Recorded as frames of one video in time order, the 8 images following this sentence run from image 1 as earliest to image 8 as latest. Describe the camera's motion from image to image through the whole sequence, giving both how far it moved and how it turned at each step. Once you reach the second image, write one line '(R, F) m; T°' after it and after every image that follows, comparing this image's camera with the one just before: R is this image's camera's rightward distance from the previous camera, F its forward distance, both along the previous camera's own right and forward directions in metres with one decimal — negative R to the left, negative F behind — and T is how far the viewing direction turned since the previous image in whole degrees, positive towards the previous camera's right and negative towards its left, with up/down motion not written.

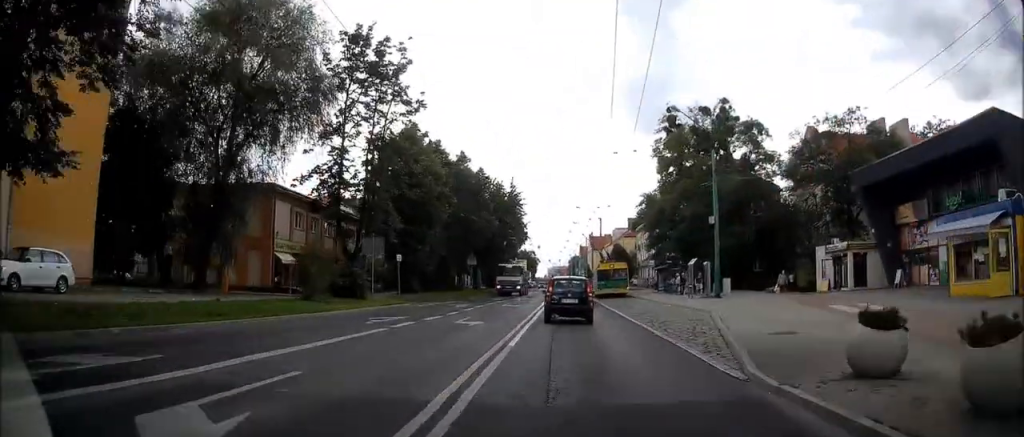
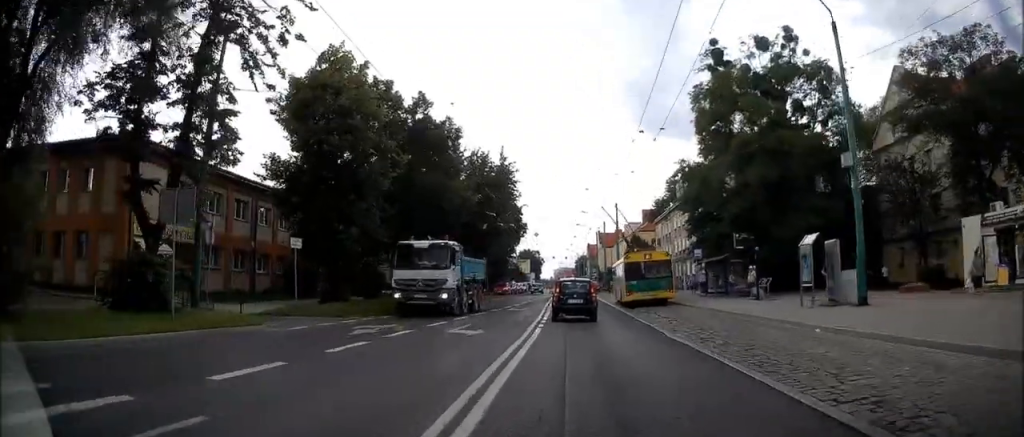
(+0.2, +18.0) m; +1°
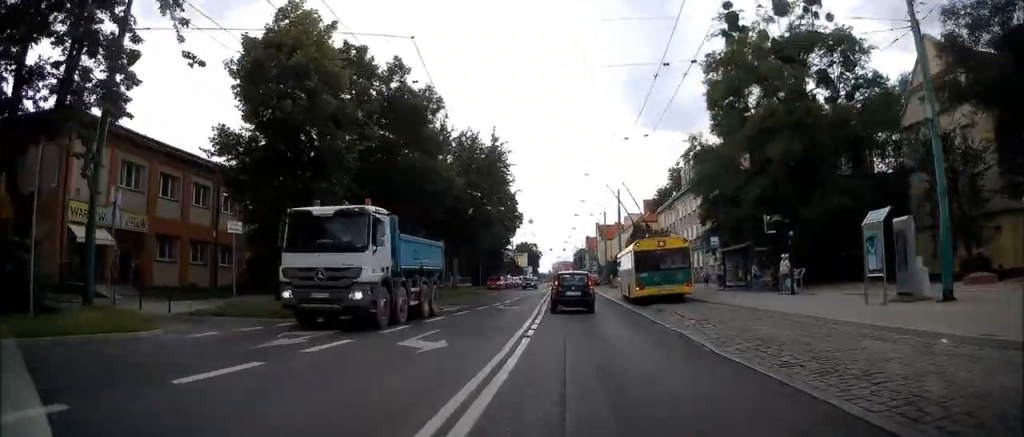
(0.0, +5.0) m; 0°
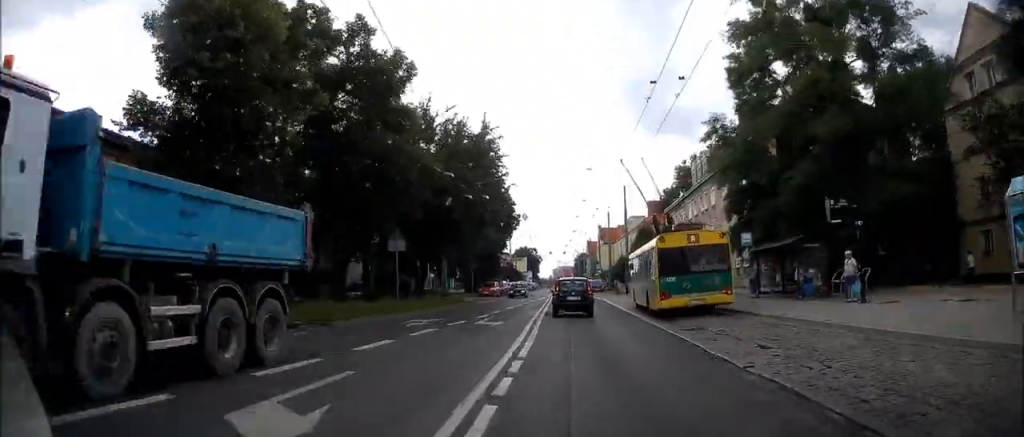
(+0.2, +6.4) m; 0°
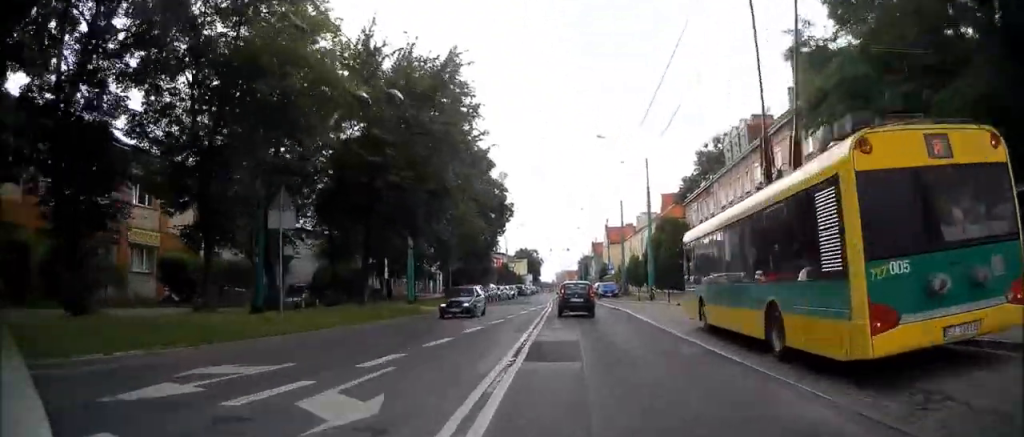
(-0.3, +14.1) m; -2°
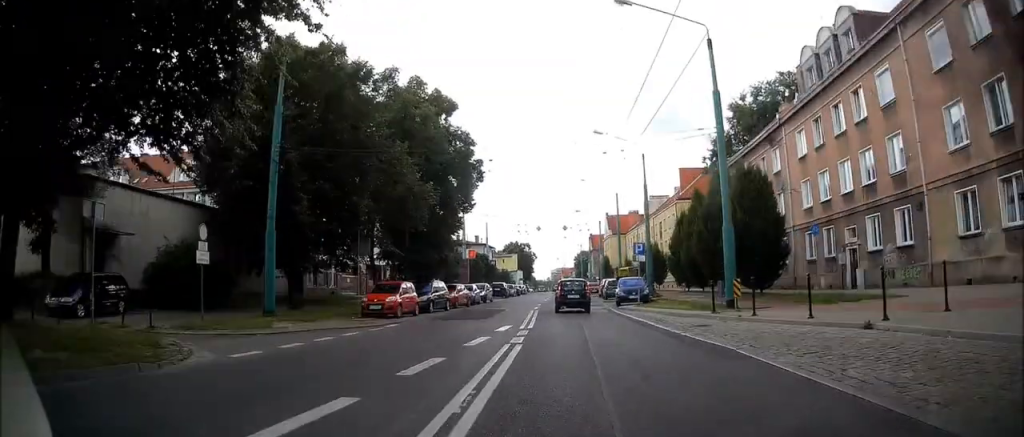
(+0.2, +21.5) m; +1°
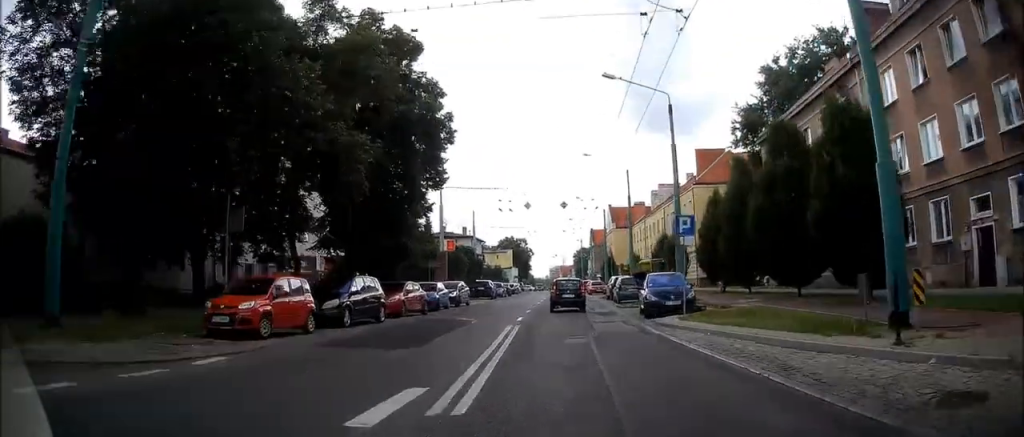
(-0.1, +12.6) m; 0°
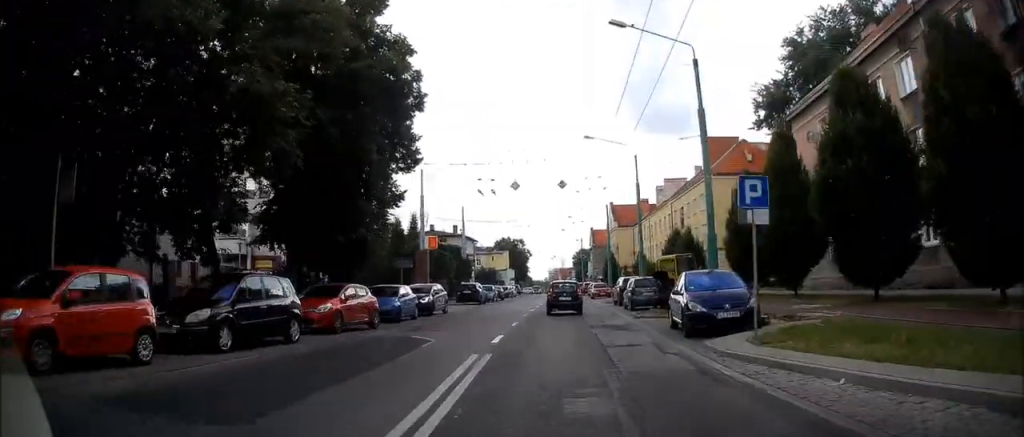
(0.0, +7.7) m; 0°
